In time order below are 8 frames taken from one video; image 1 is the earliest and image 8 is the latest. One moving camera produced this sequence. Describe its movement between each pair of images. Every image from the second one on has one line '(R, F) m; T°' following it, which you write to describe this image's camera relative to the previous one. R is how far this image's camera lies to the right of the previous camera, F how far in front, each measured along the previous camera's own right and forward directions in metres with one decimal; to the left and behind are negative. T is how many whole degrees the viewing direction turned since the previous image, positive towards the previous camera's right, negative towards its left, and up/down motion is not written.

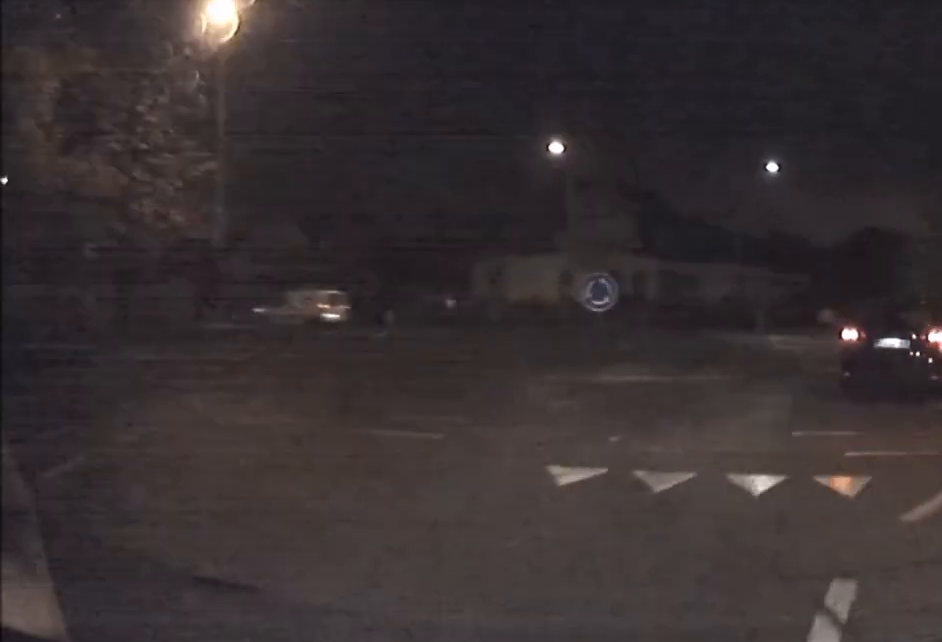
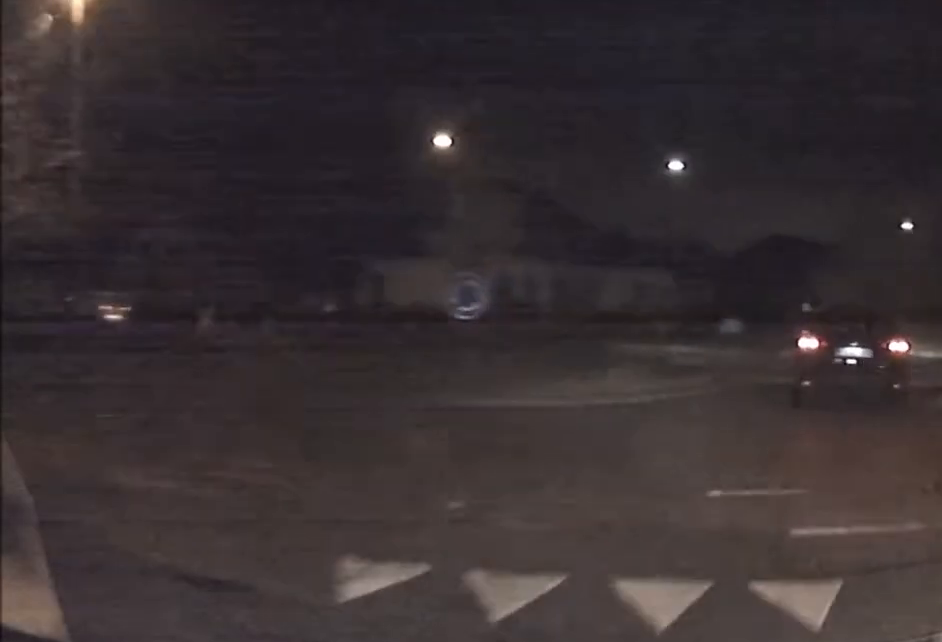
(+0.2, +2.9) m; +7°
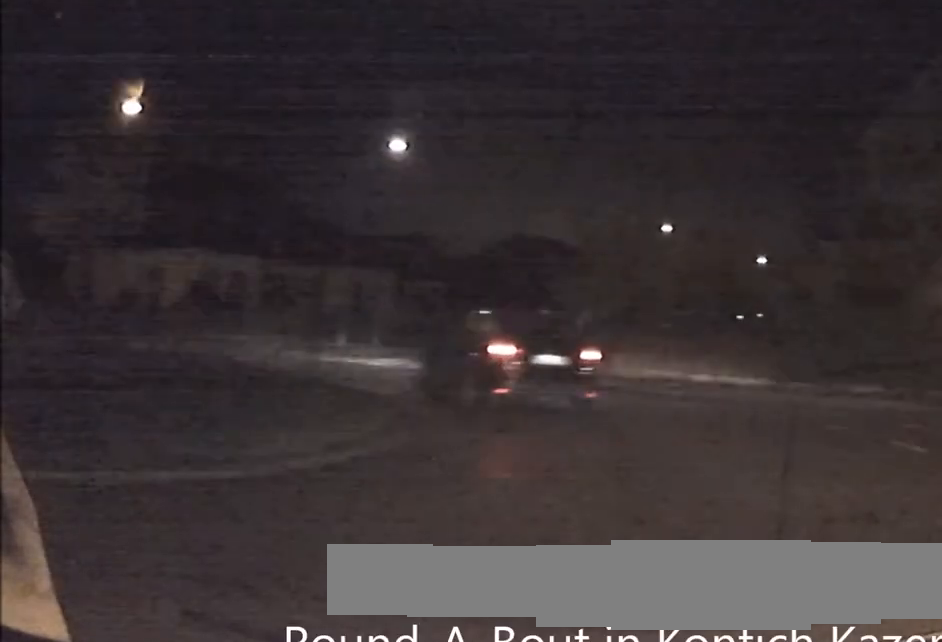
(+0.7, +5.8) m; +8°
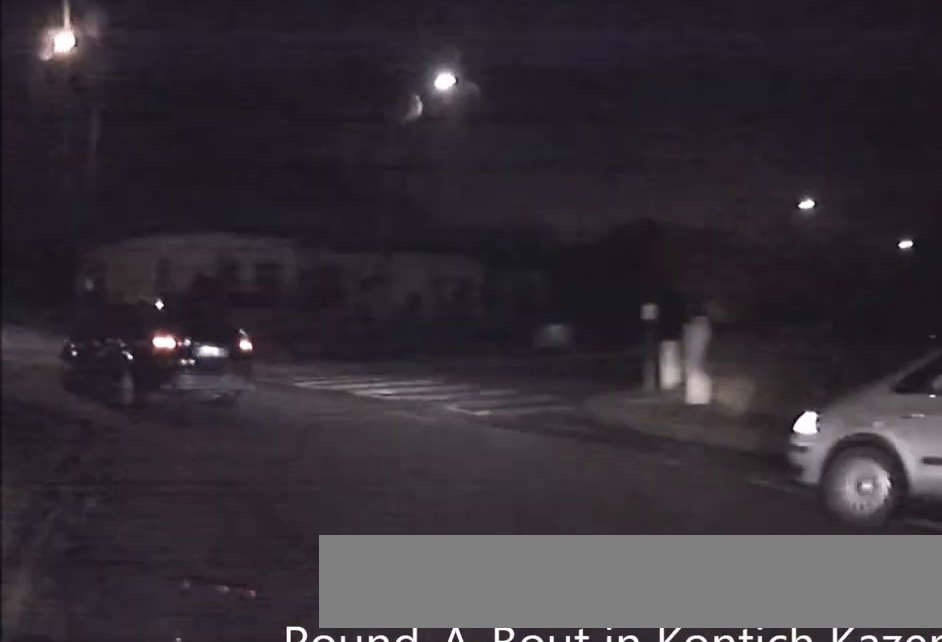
(-0.2, +8.2) m; -12°
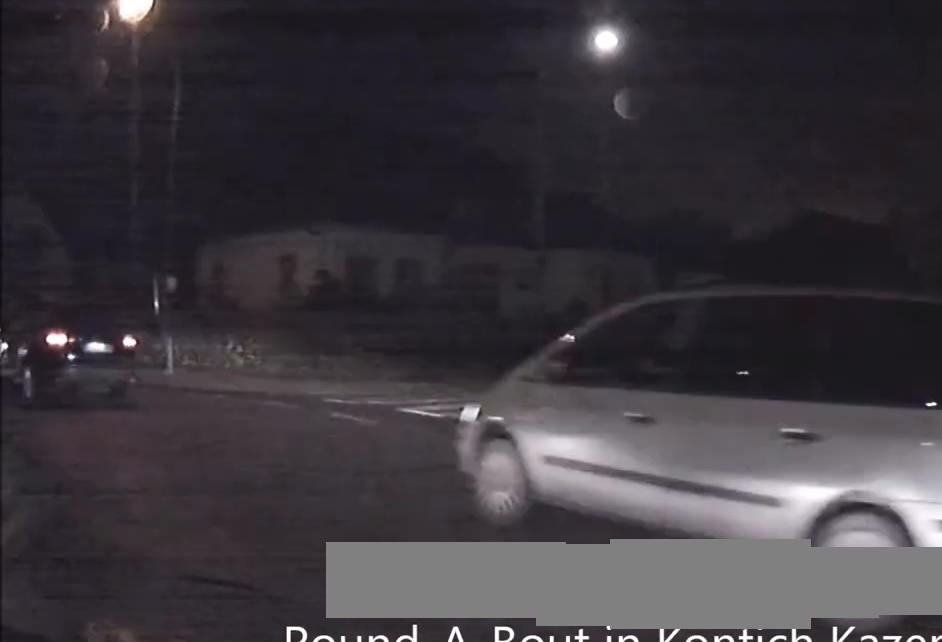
(-0.4, +3.9) m; -13°
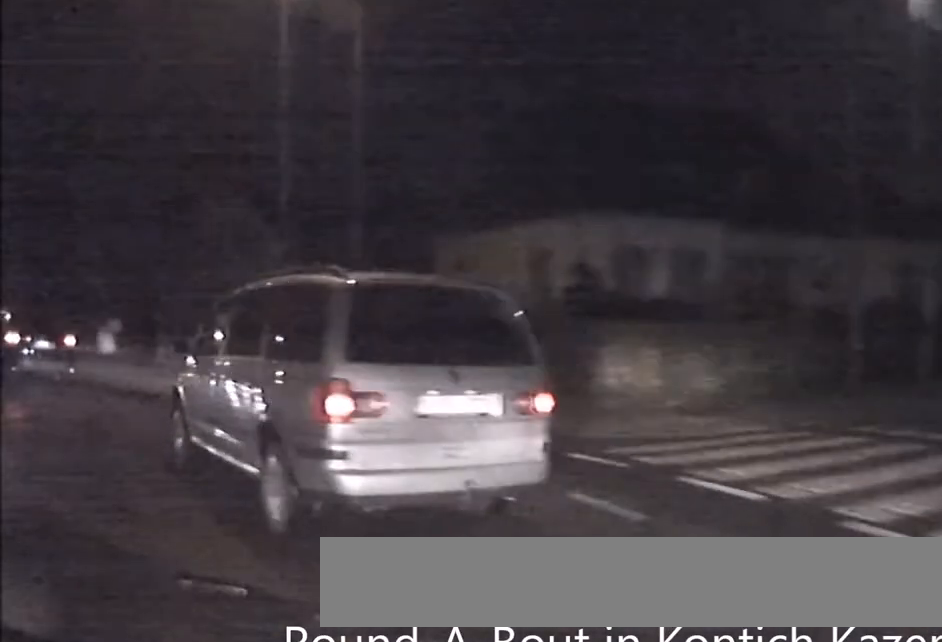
(-1.0, +5.5) m; -23°
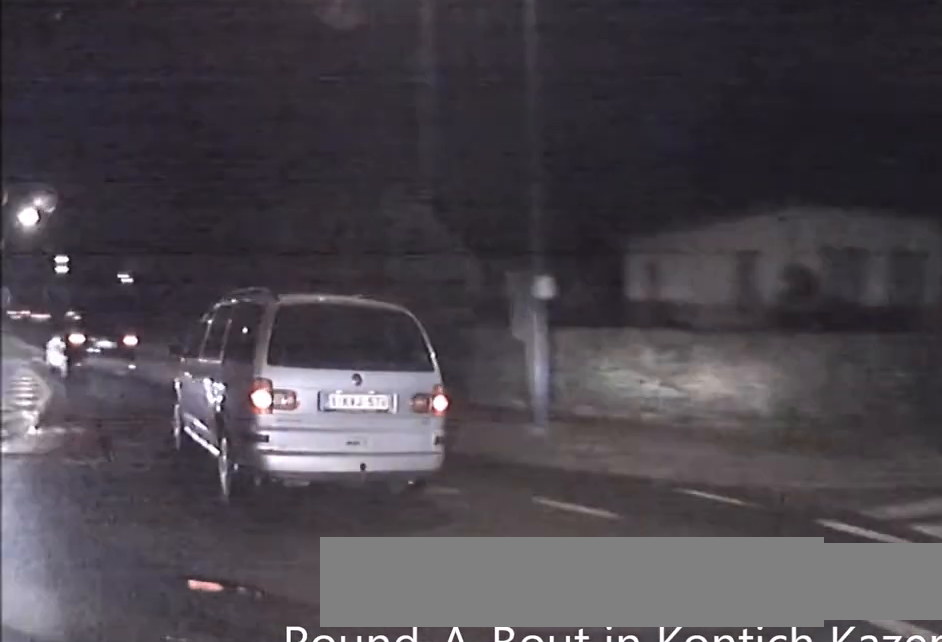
(0.0, +2.4) m; -11°
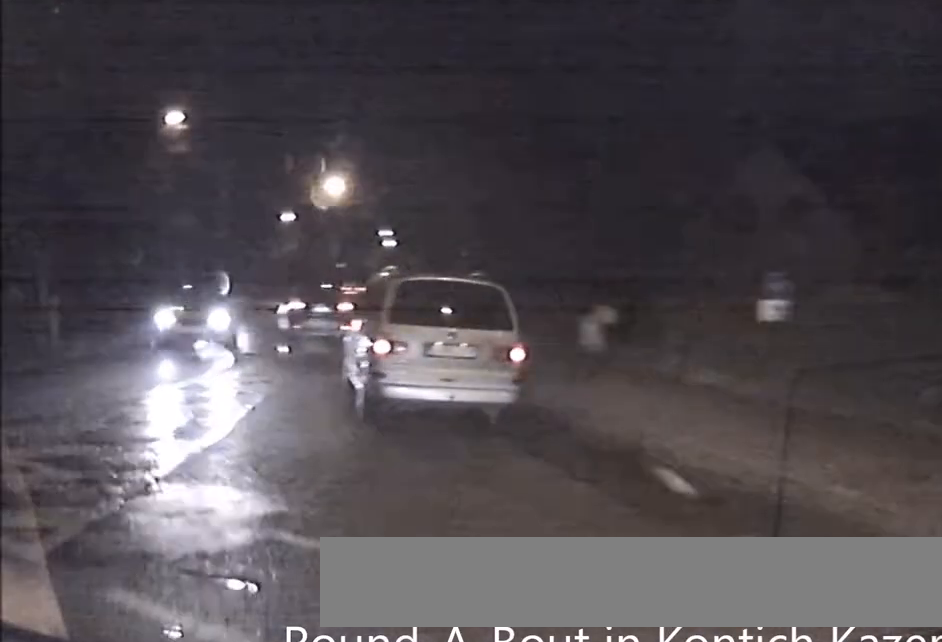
(-1.1, +5.2) m; -19°
